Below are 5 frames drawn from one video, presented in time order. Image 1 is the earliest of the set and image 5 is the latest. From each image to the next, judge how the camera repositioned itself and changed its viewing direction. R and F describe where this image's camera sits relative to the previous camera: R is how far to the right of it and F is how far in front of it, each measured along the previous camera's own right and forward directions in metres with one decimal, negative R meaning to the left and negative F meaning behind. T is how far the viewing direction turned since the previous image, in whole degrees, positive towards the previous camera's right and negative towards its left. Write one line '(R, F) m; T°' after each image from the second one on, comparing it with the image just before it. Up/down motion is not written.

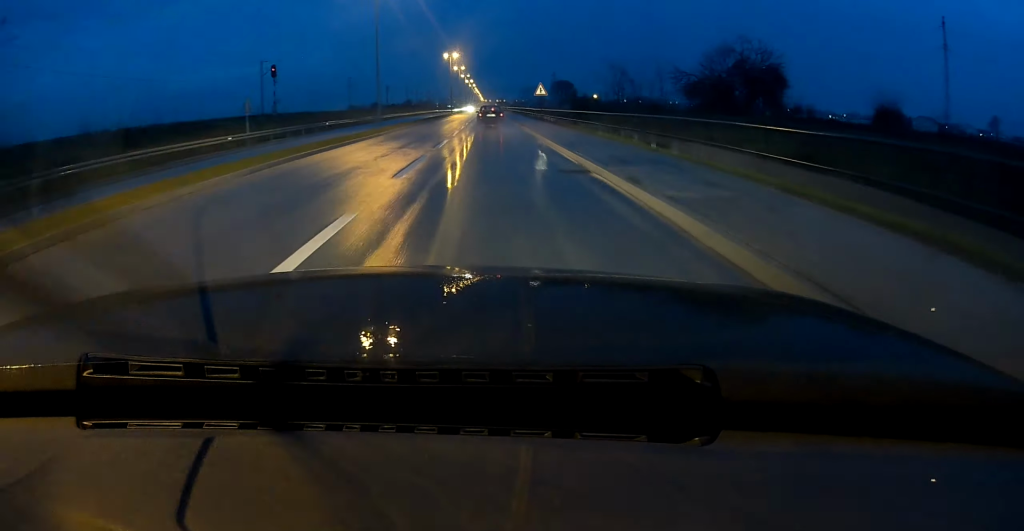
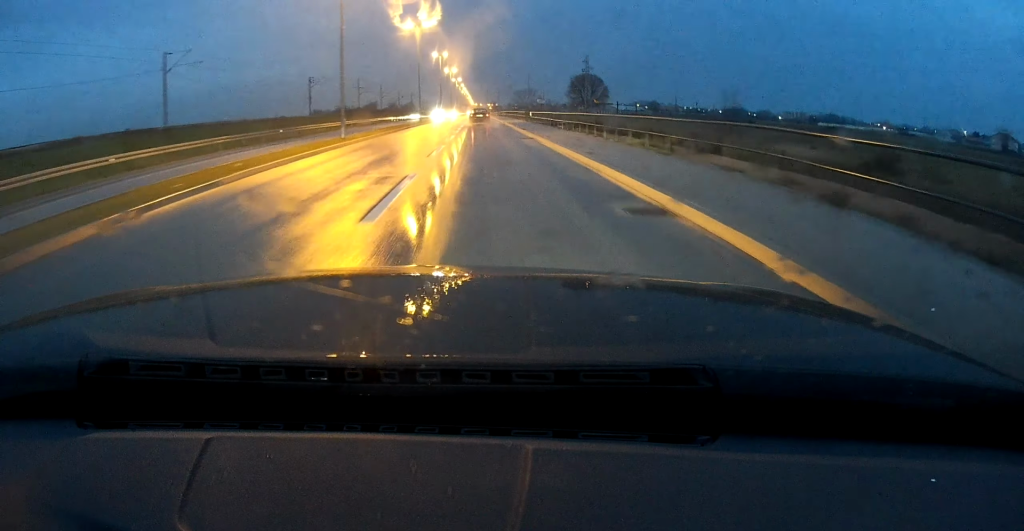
(-0.2, +85.2) m; 0°
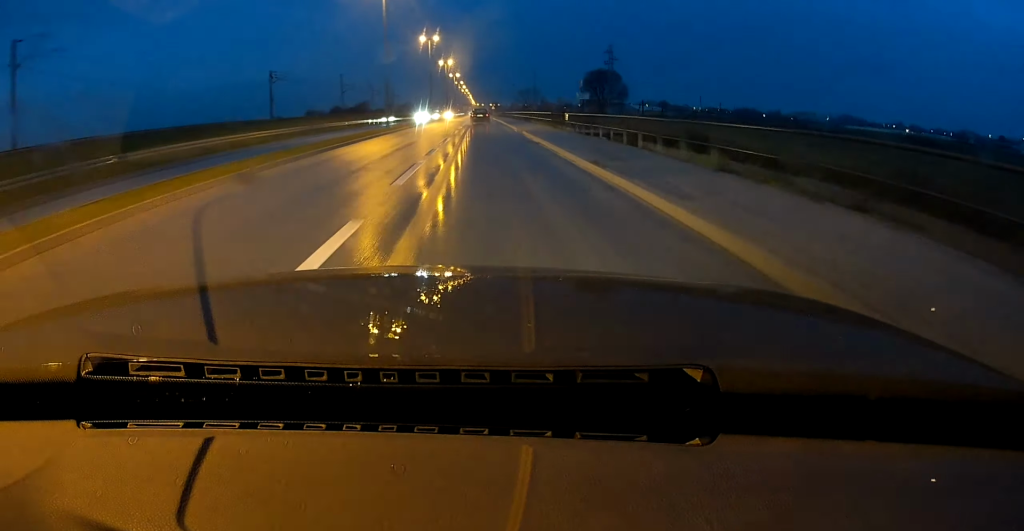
(+0.1, +23.8) m; 0°
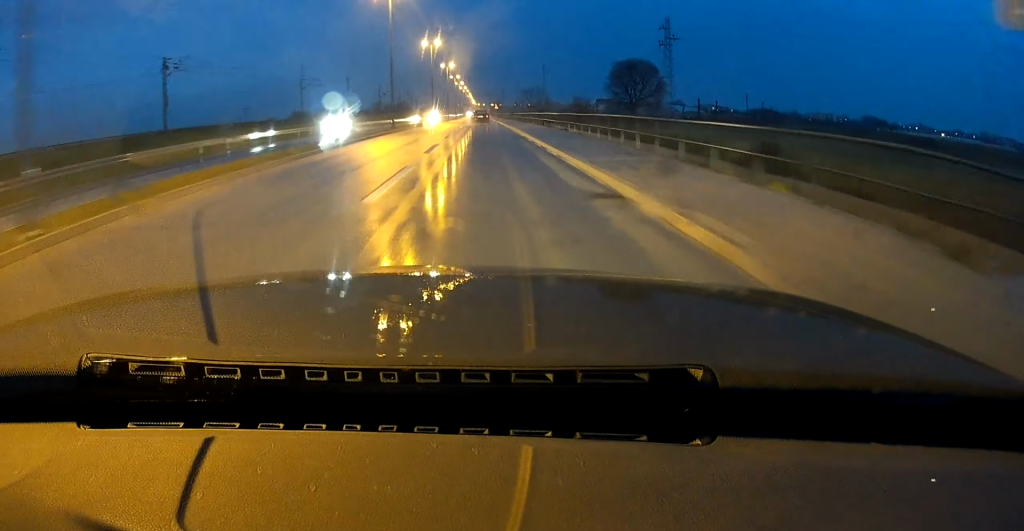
(+0.1, +34.9) m; 0°
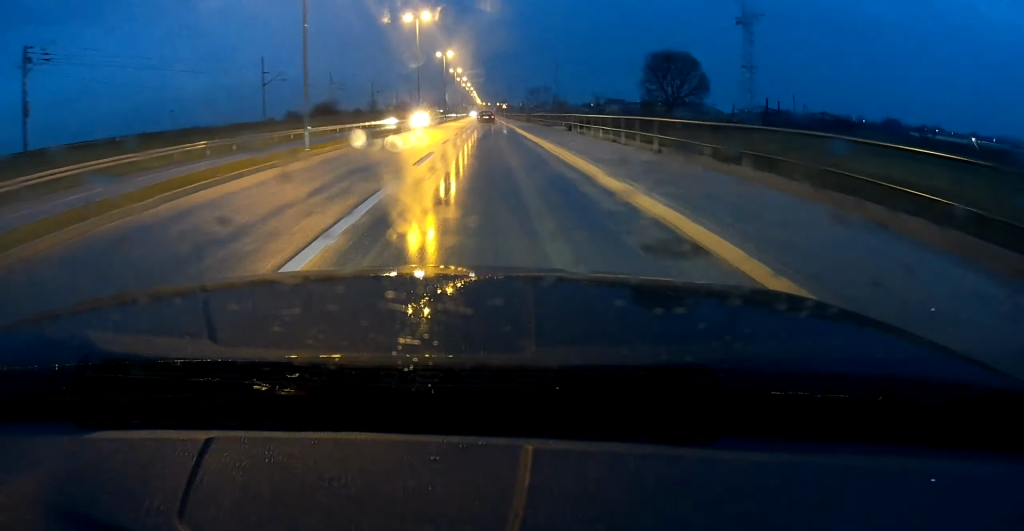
(0.0, +23.3) m; 0°
